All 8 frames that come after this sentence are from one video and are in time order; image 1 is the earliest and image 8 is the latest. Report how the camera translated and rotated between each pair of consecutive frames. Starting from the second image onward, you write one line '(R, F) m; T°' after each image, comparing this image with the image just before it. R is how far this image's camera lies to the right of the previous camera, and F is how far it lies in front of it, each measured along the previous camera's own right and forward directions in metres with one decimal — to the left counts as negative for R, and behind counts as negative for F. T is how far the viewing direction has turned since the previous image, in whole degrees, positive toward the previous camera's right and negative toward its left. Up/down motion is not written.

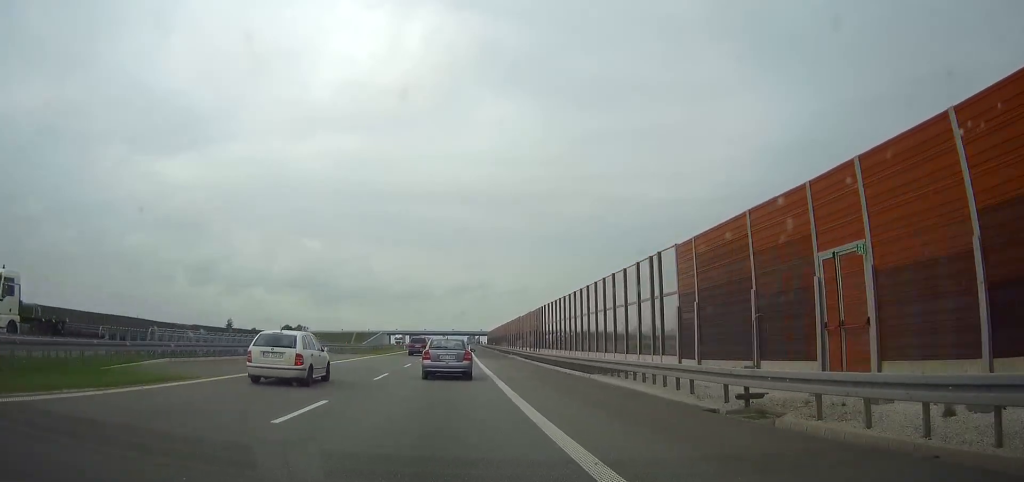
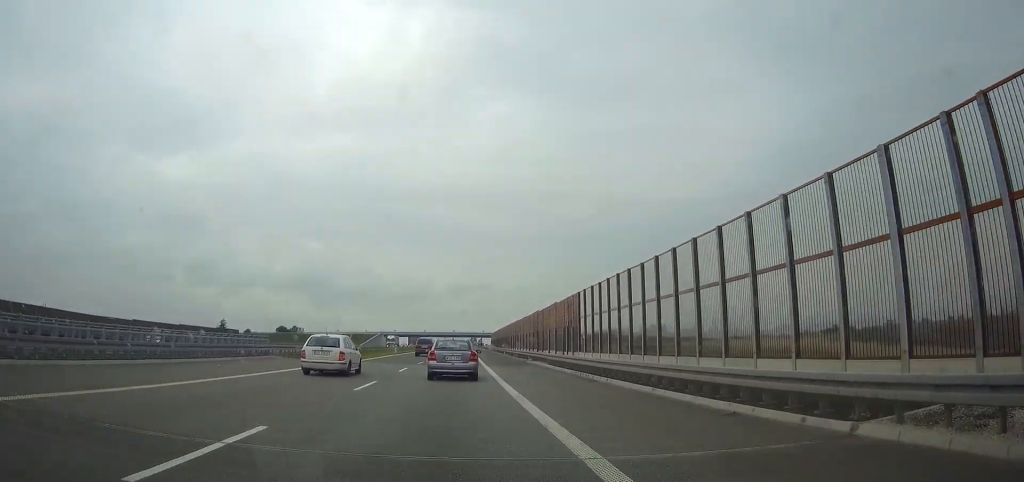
(+0.1, +17.2) m; 0°
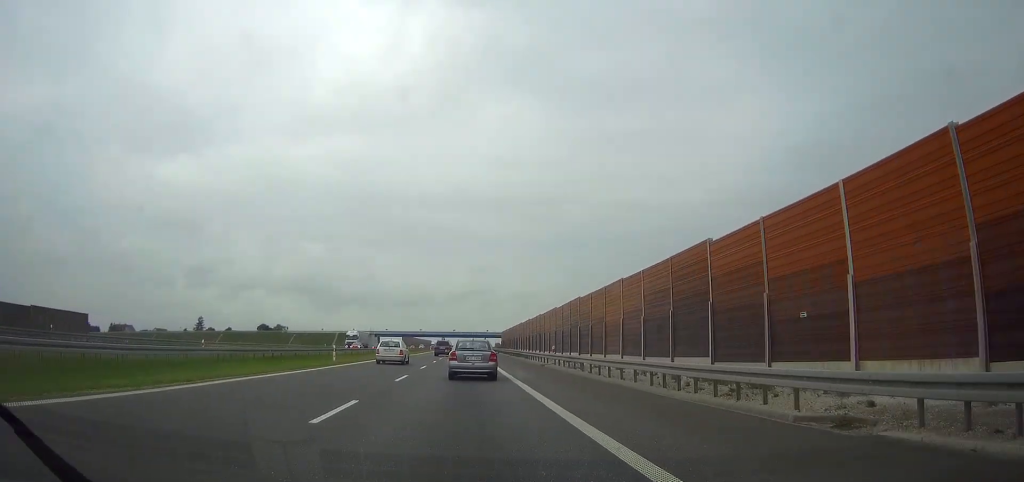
(-0.1, +42.5) m; 0°
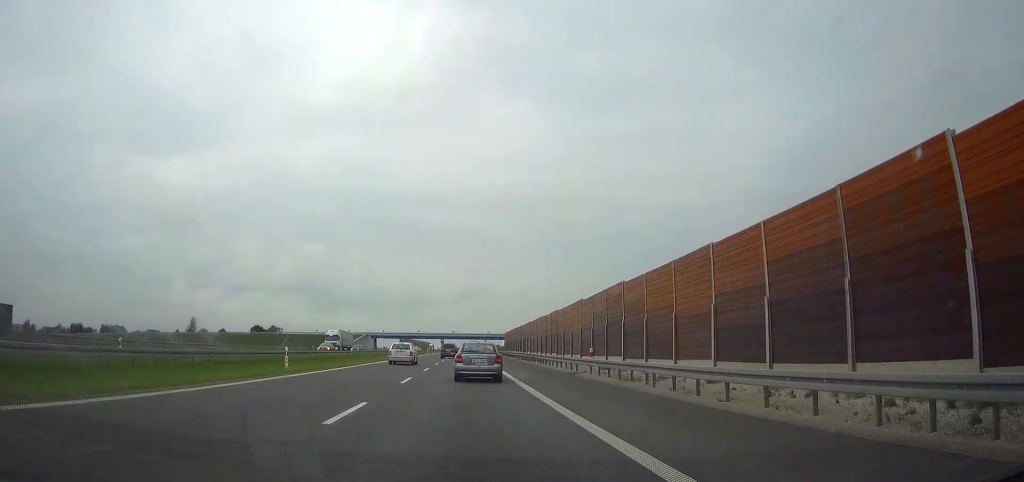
(0.0, +11.6) m; 0°
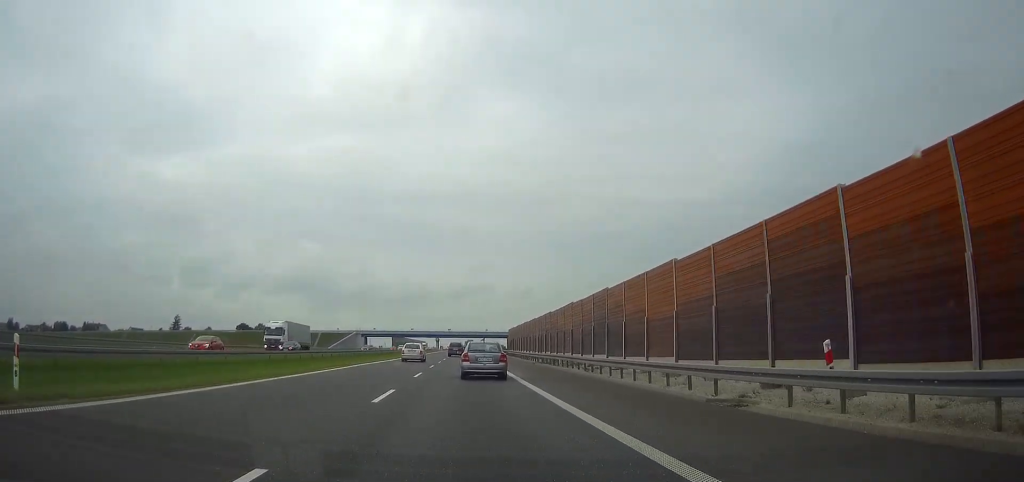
(0.0, +19.6) m; 0°
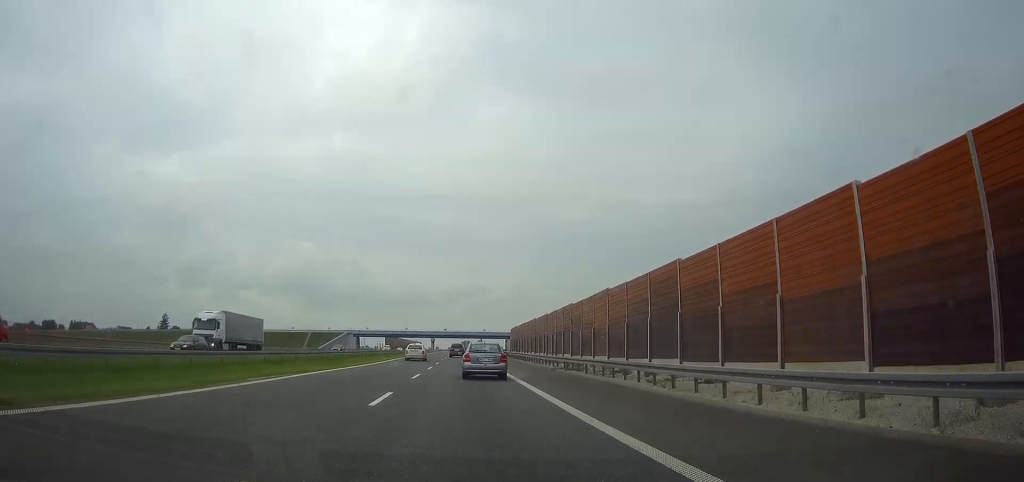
(0.0, +12.5) m; 0°
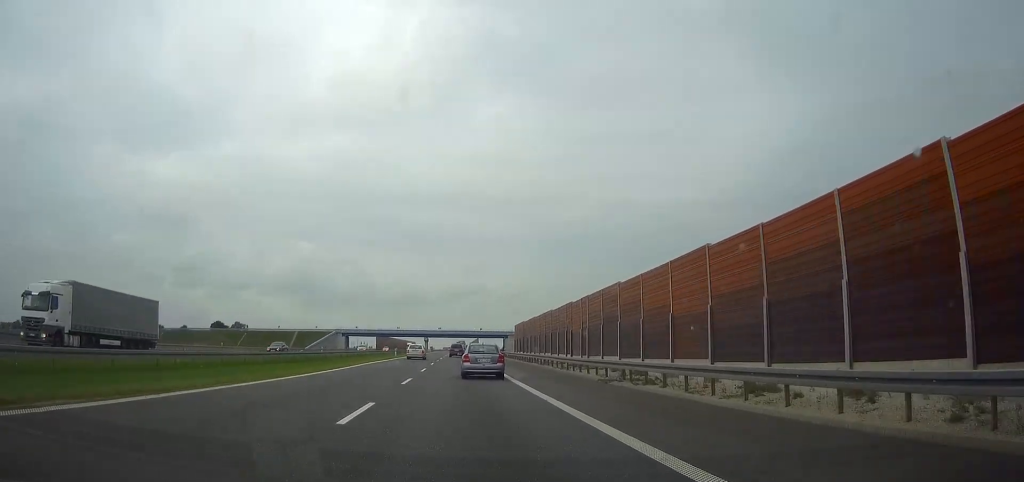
(0.0, +15.3) m; 0°
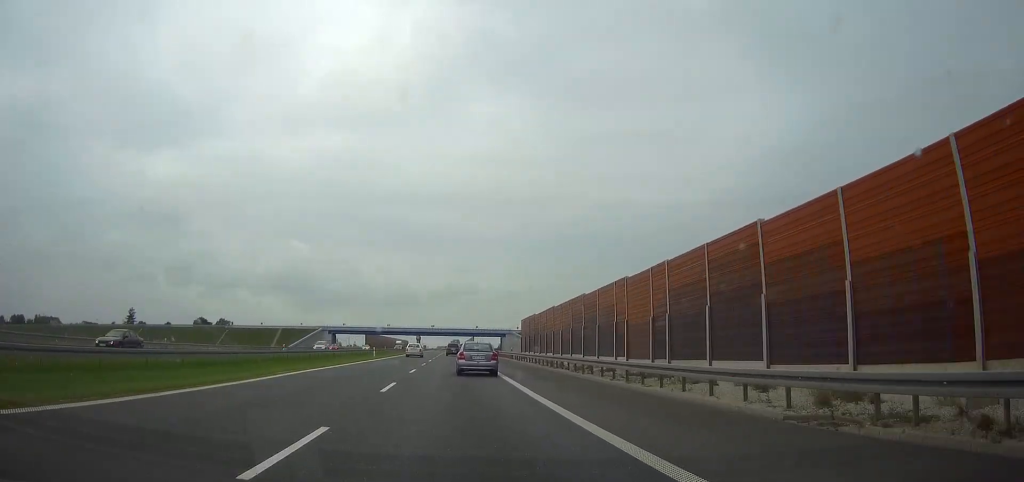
(0.0, +16.4) m; 0°
